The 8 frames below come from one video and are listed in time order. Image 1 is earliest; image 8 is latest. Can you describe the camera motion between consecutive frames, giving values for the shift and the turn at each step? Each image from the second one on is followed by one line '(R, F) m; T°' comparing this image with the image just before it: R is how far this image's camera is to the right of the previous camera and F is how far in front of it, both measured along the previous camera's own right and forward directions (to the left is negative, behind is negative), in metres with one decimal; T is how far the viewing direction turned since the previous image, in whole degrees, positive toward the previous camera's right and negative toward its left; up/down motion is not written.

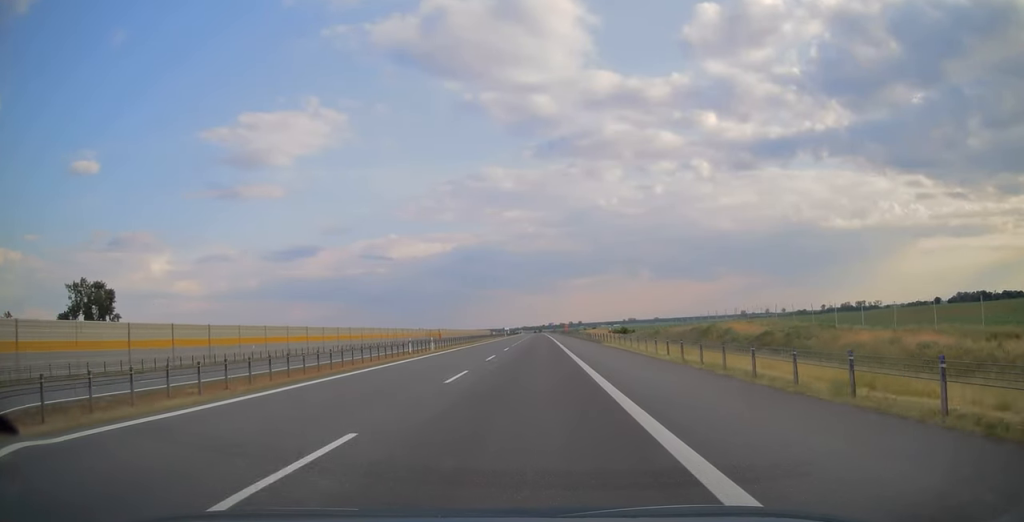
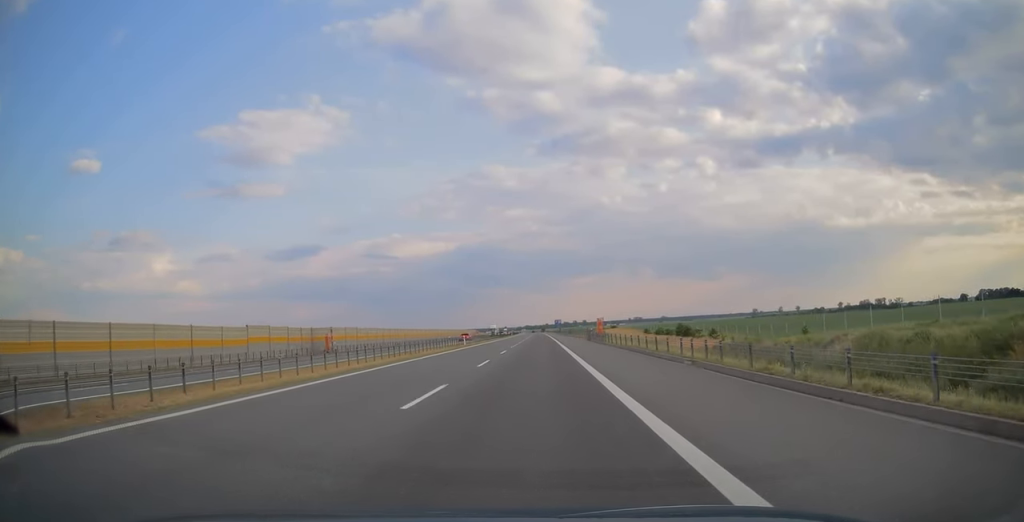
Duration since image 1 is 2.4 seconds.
(-0.1, +77.3) m; 0°
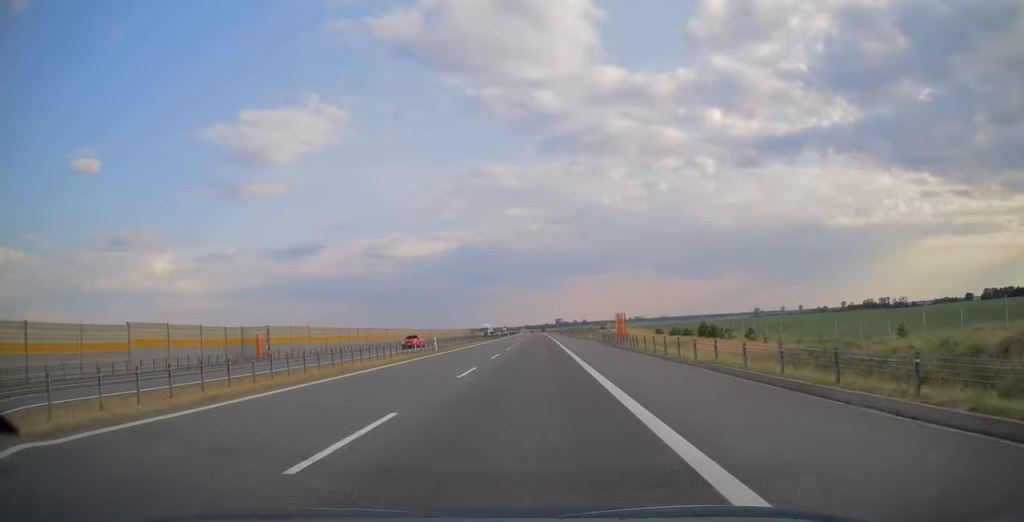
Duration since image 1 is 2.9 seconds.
(0.0, +17.0) m; 0°
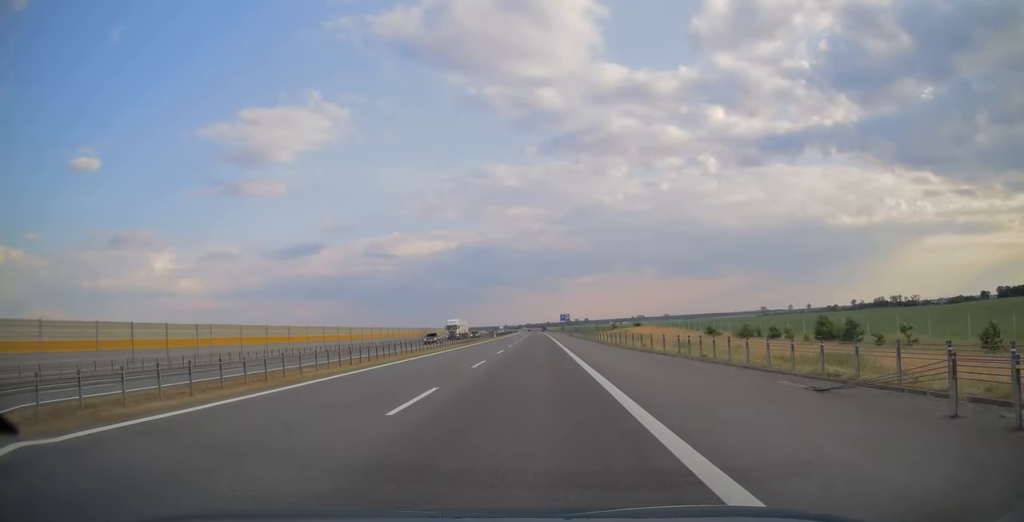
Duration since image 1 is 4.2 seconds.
(+0.1, +43.8) m; 0°
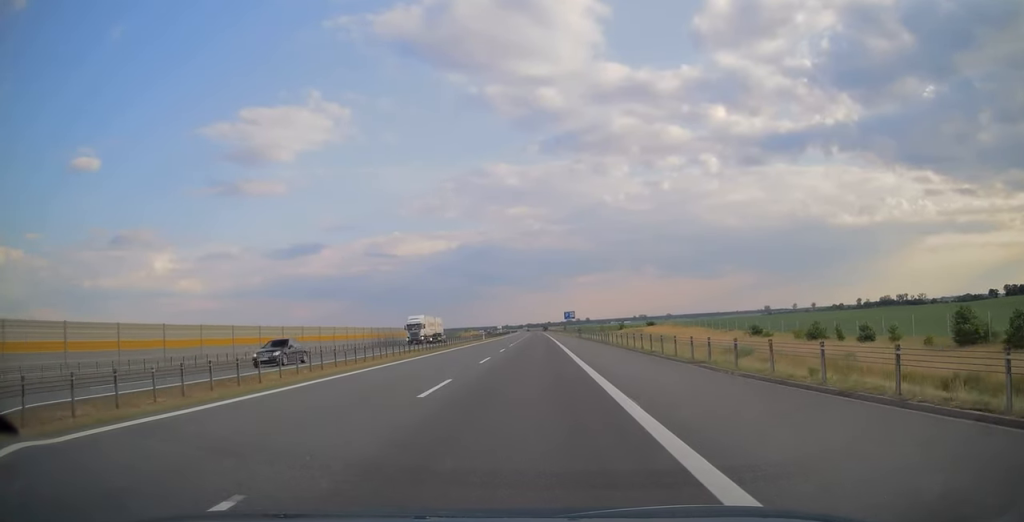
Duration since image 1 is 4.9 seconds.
(-0.1, +21.4) m; 0°
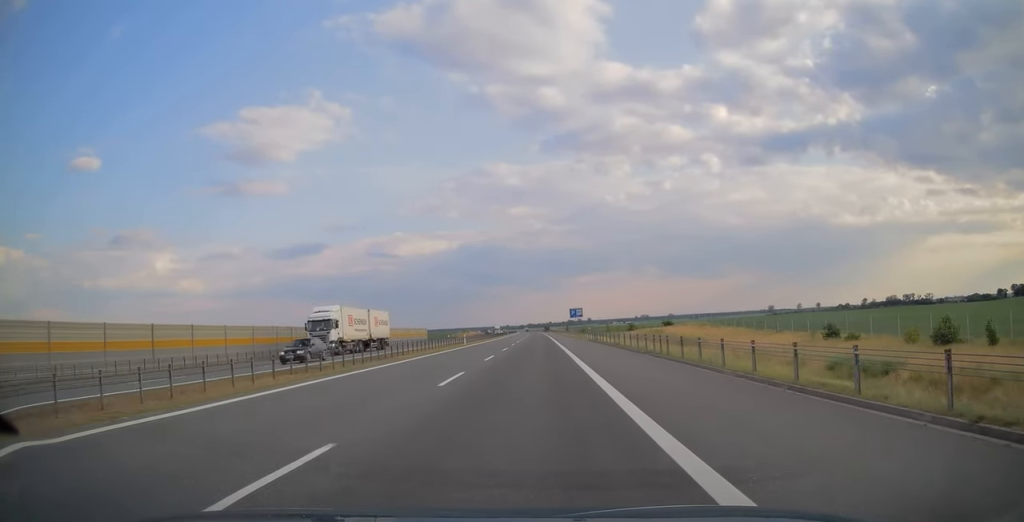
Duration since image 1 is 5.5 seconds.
(0.0, +21.4) m; 0°
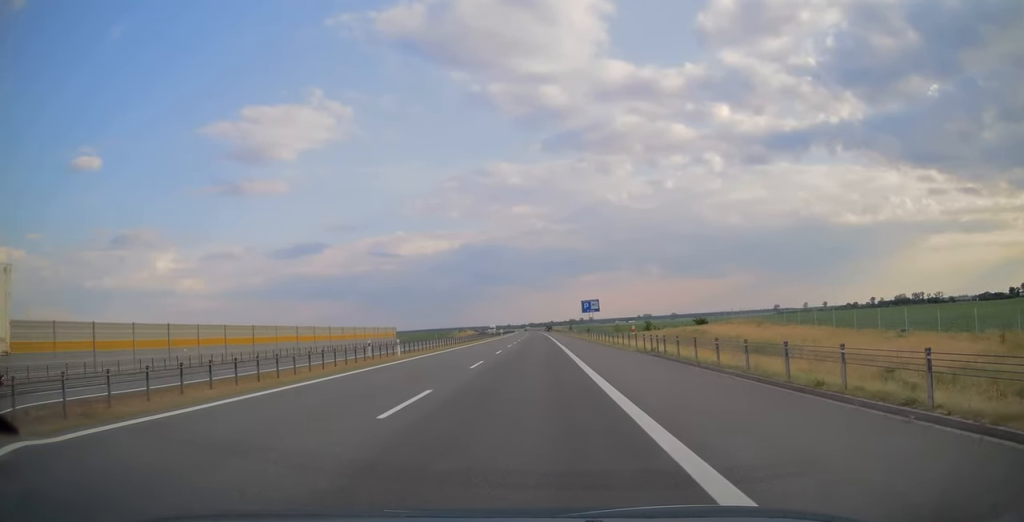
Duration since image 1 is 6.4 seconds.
(0.0, +29.6) m; 0°
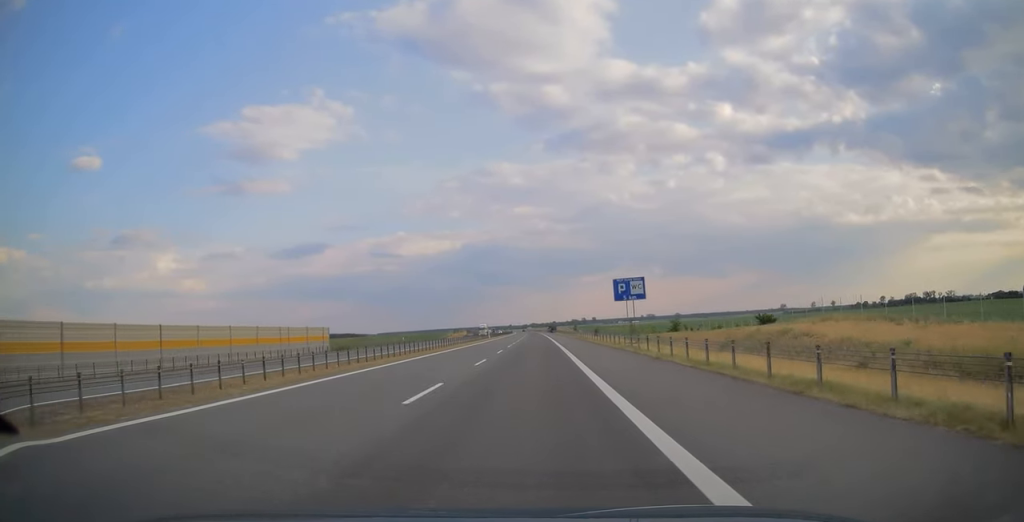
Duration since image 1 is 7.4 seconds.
(-0.1, +34.0) m; 0°
